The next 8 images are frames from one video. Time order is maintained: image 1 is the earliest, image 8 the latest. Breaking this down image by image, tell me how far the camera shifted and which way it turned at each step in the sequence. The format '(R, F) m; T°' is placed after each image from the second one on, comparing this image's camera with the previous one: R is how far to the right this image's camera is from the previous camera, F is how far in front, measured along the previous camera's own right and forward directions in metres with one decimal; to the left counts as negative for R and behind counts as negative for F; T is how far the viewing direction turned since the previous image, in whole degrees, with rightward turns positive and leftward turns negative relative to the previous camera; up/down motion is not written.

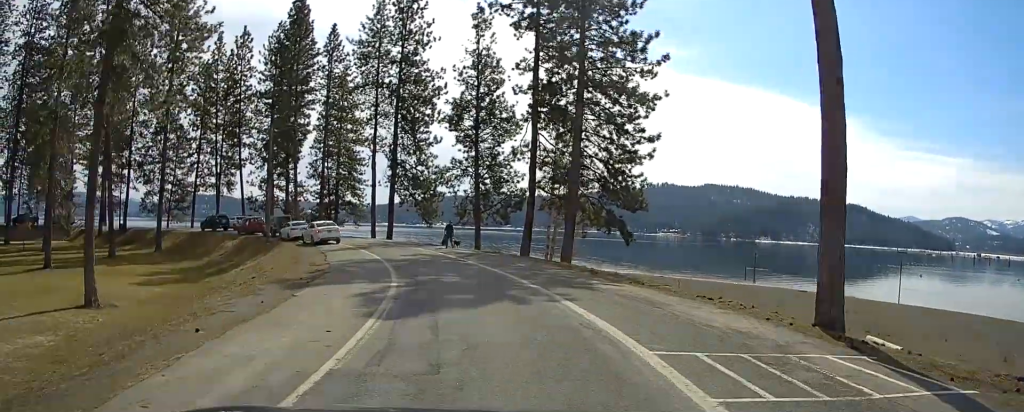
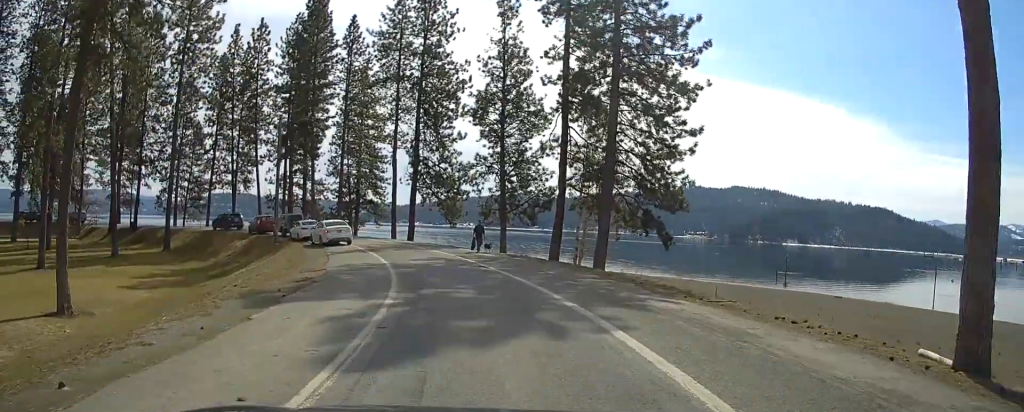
(0.0, +4.1) m; -2°
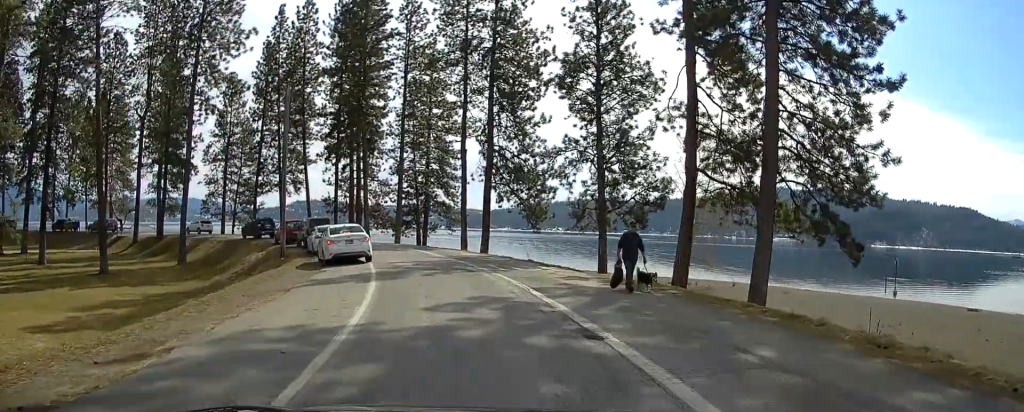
(-0.4, +14.6) m; -6°
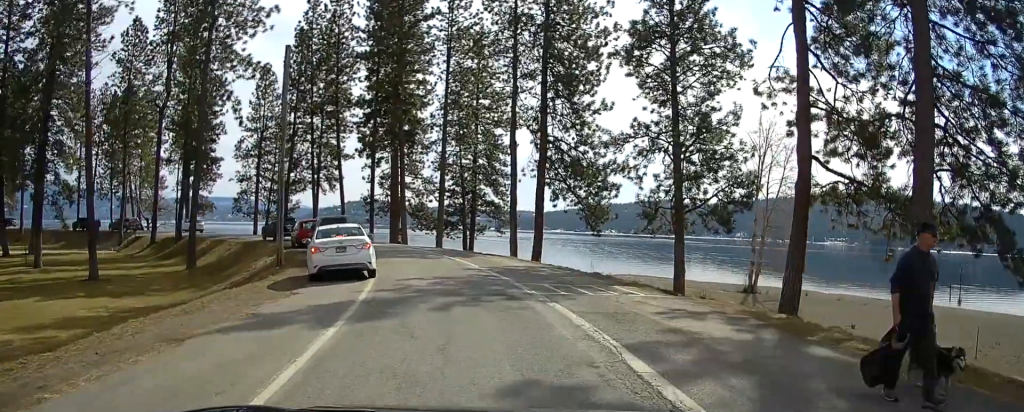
(-0.3, +7.6) m; -7°
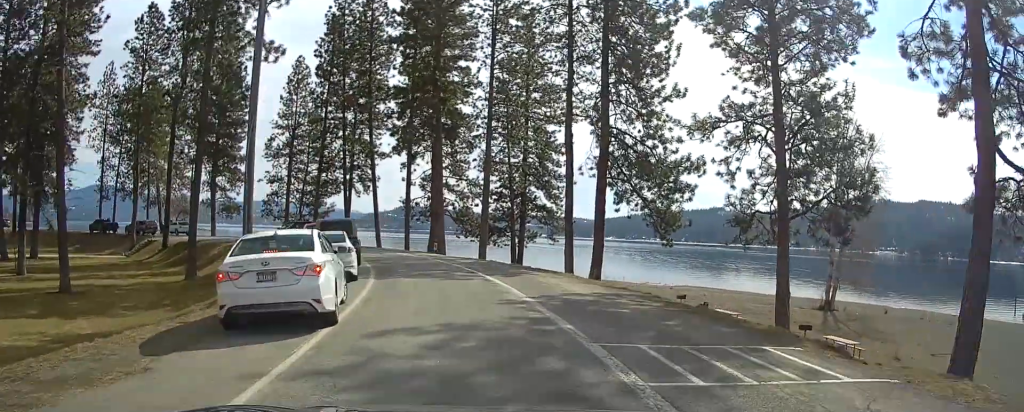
(-0.8, +8.1) m; -6°
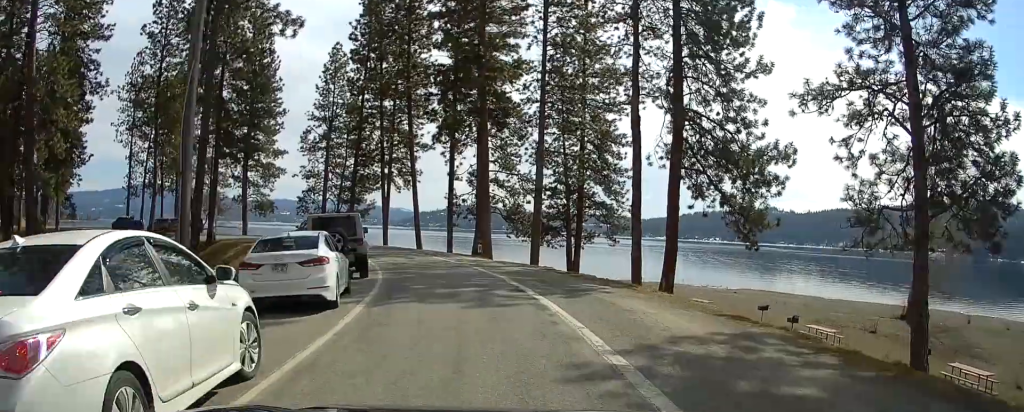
(-0.1, +7.1) m; 0°
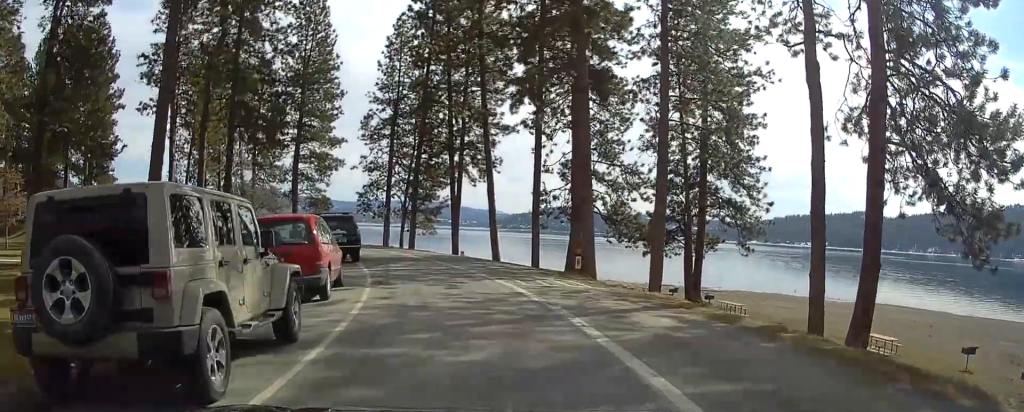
(-0.3, +13.6) m; -7°
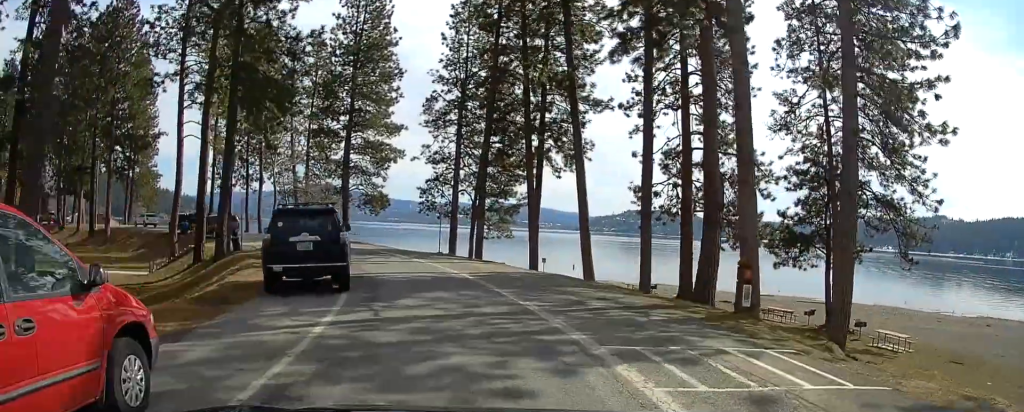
(-1.2, +11.3) m; -11°
